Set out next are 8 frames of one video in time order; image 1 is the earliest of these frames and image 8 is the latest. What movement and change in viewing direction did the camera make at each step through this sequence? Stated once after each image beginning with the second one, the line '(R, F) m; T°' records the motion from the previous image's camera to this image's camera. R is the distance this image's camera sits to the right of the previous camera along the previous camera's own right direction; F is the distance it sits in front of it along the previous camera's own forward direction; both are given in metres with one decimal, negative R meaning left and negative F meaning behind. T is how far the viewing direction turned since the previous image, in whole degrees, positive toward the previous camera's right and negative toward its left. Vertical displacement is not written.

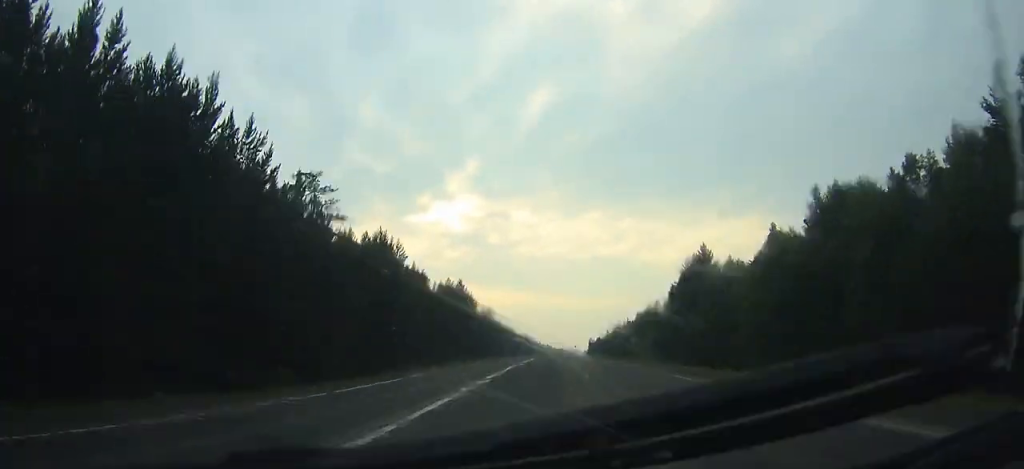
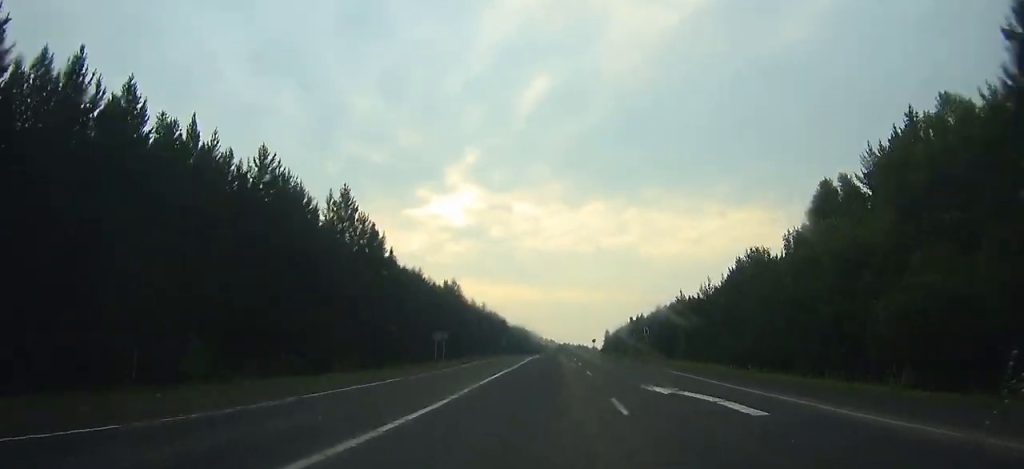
(-0.3, +69.7) m; 0°
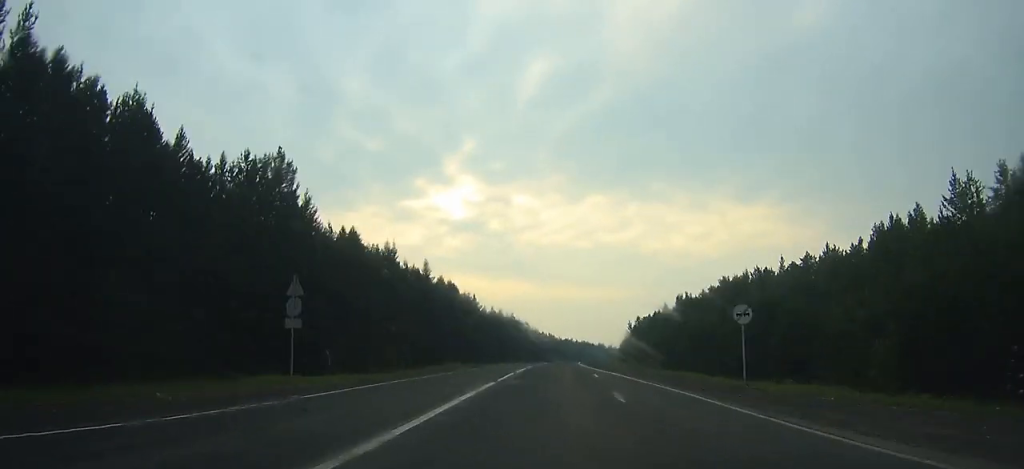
(-0.1, +78.9) m; +1°
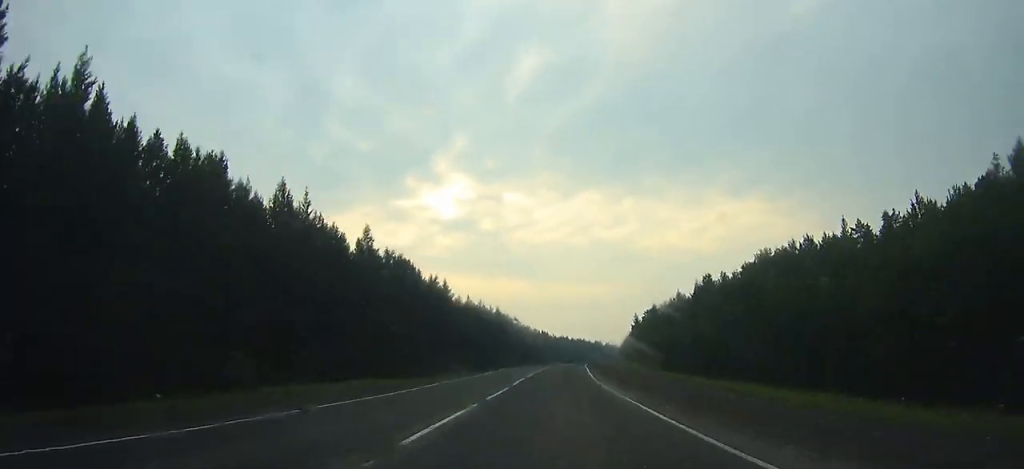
(+0.1, +28.4) m; +1°
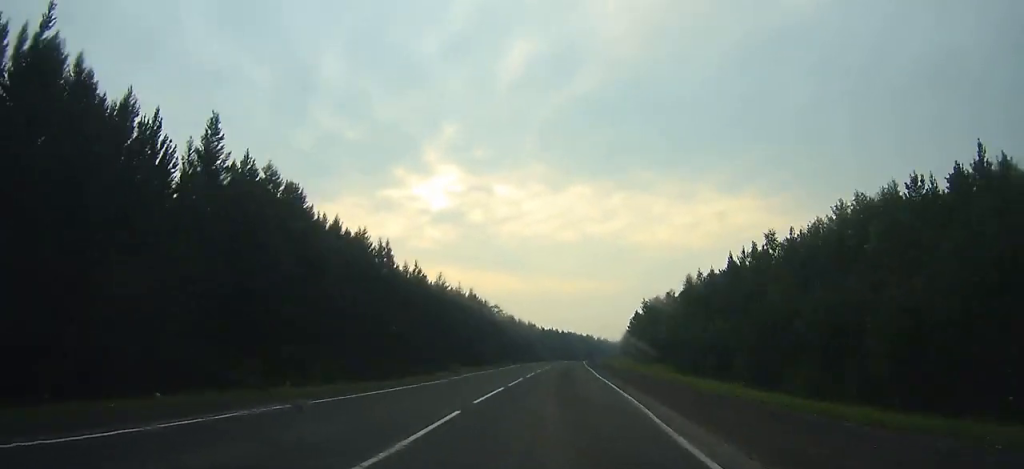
(+0.3, +32.3) m; +1°
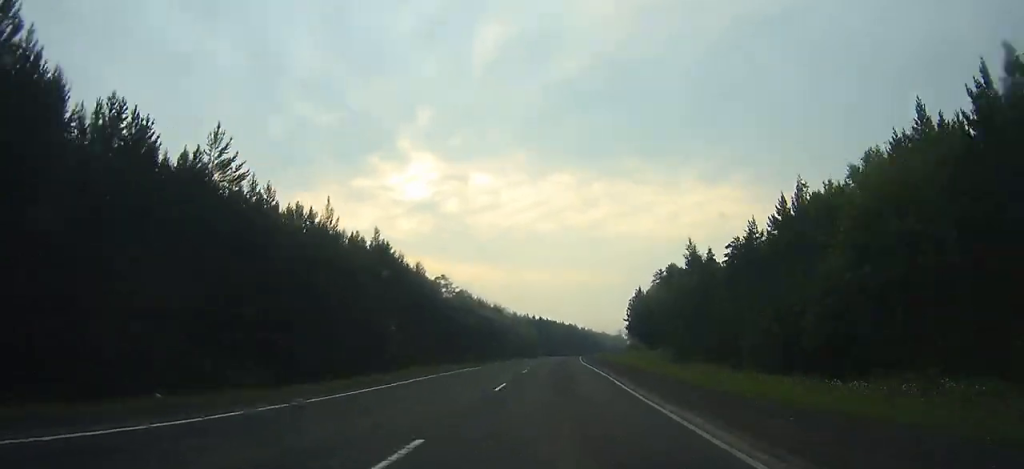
(+0.8, +61.5) m; +2°
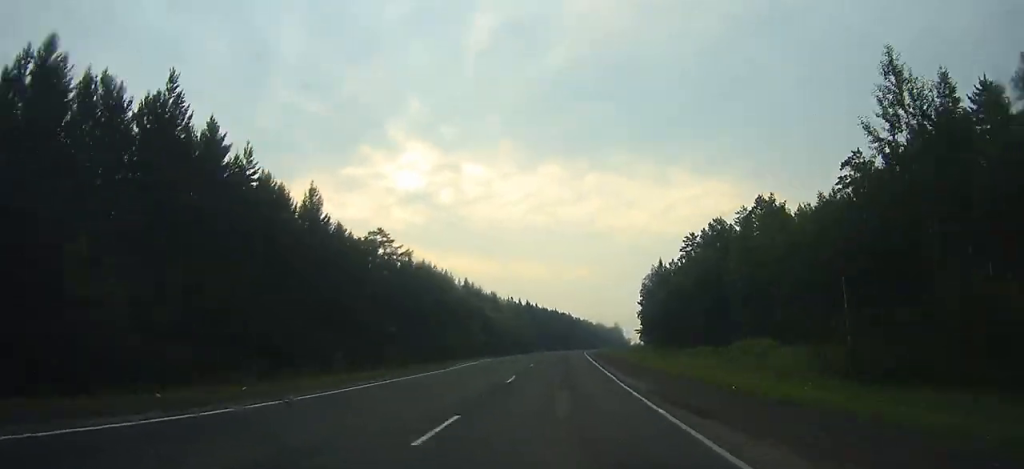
(+0.5, +45.7) m; +1°
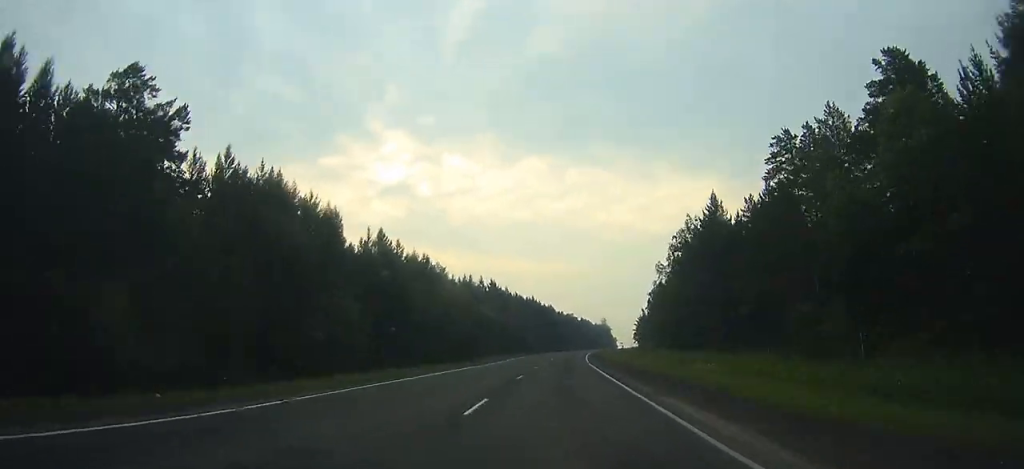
(+0.8, +56.8) m; +2°
